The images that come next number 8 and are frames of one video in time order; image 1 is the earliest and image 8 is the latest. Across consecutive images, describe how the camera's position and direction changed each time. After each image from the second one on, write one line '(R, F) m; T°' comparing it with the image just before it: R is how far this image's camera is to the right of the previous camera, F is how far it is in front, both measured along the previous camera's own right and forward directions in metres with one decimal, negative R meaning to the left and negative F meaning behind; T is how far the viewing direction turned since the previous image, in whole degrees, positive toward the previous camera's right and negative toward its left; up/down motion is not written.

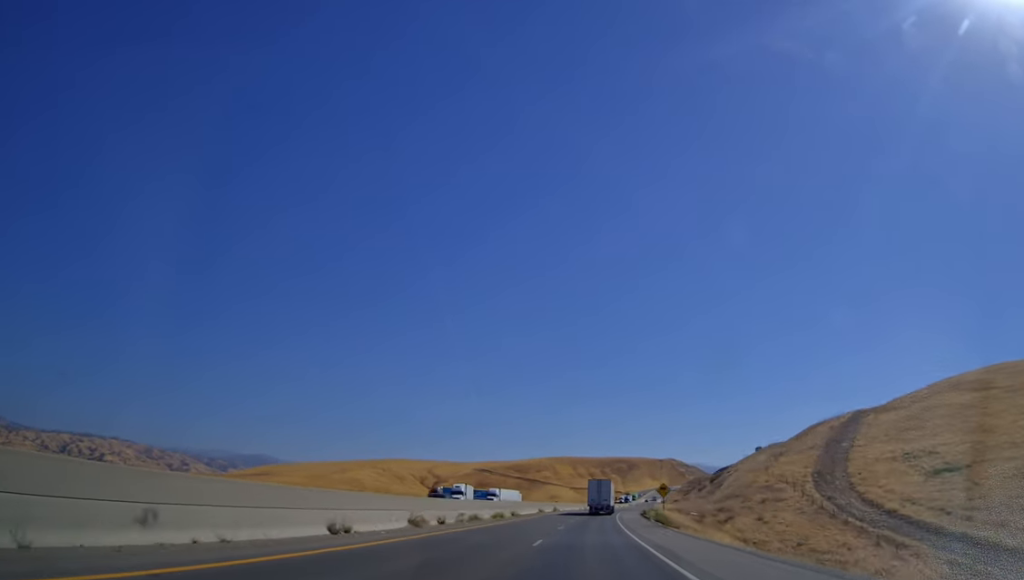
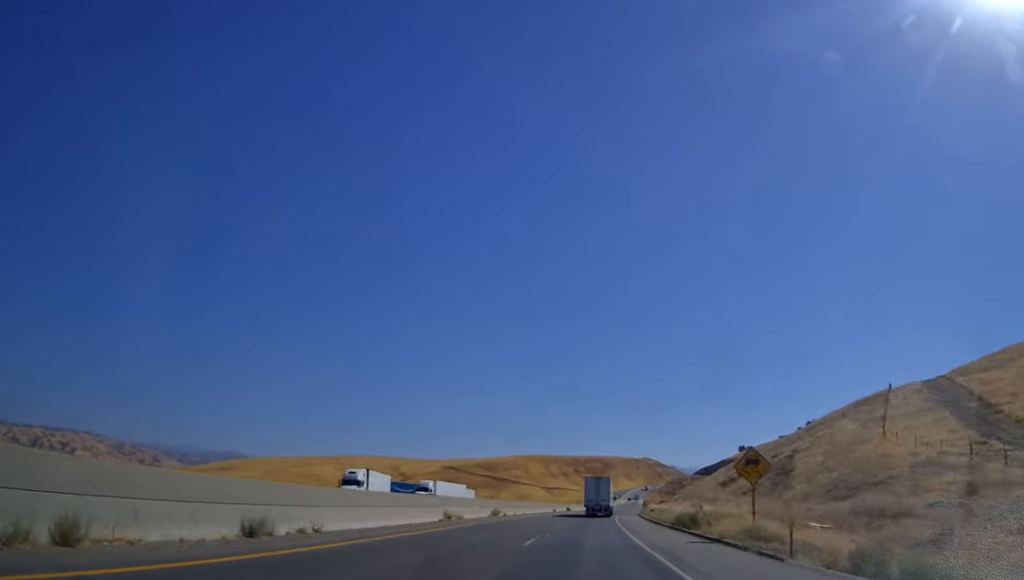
(+0.8, +44.3) m; +3°
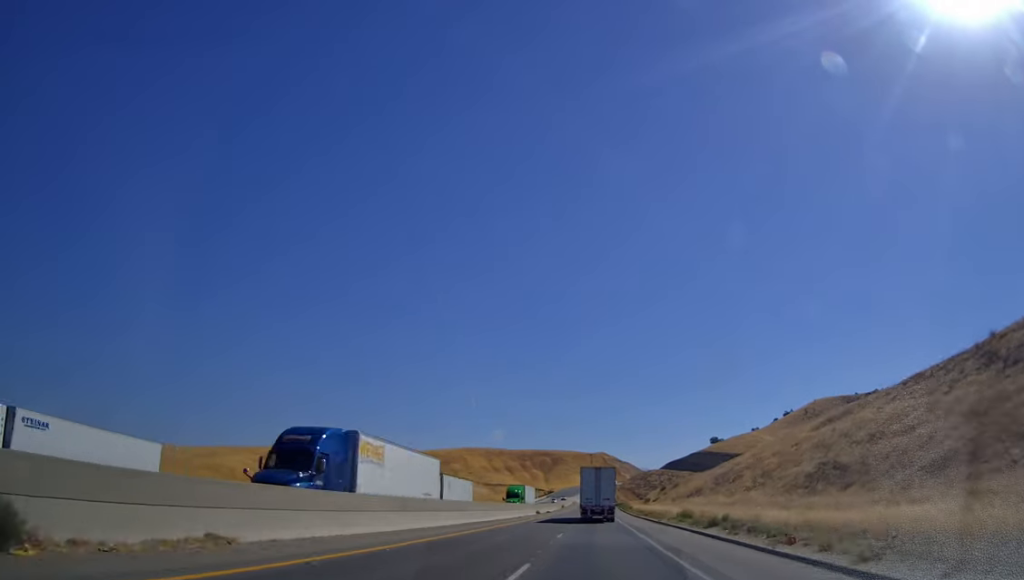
(+5.4, +110.7) m; +5°
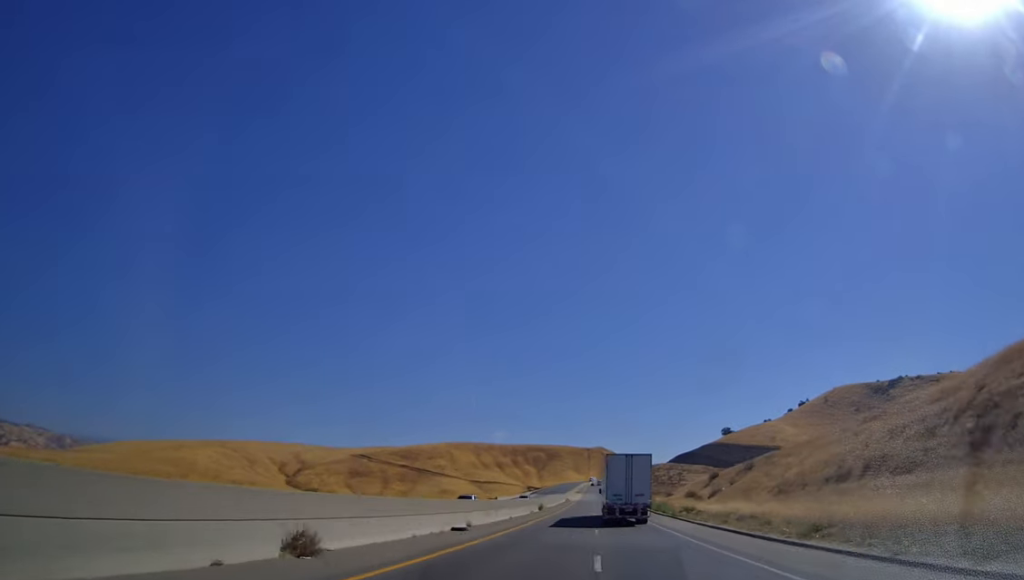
(+1.0, +70.7) m; +1°
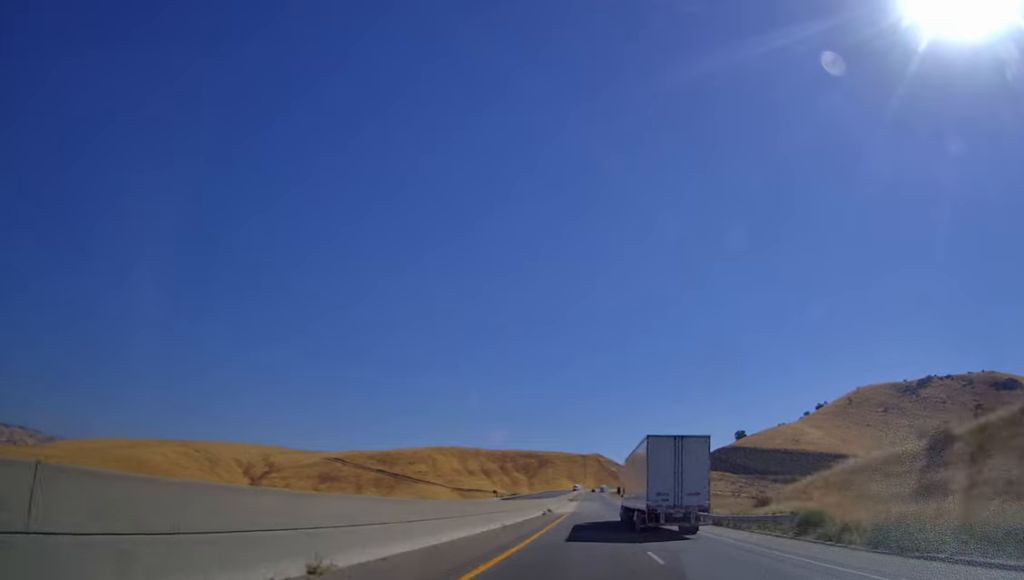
(+0.1, +70.8) m; +1°
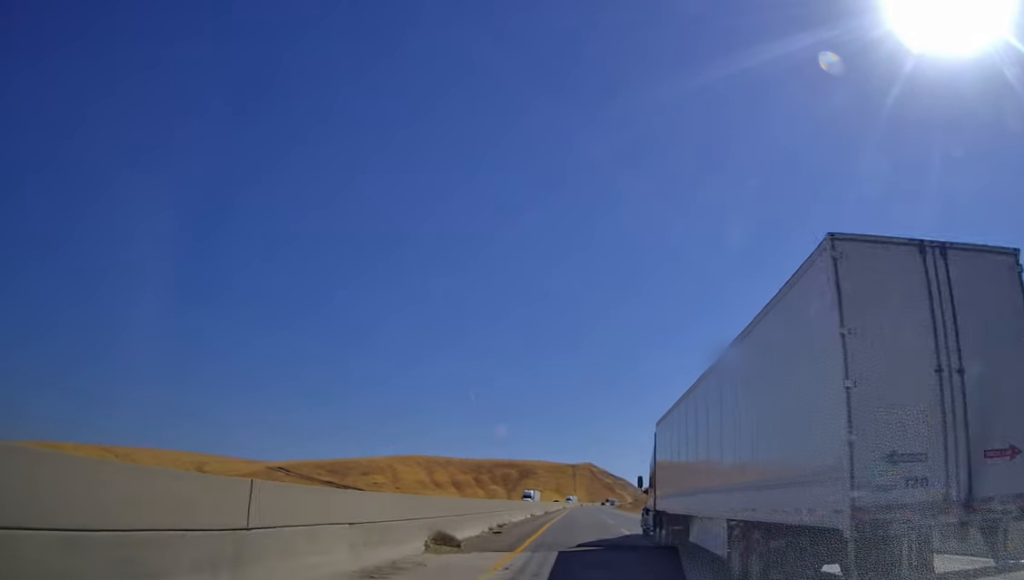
(+2.6, +117.5) m; +2°
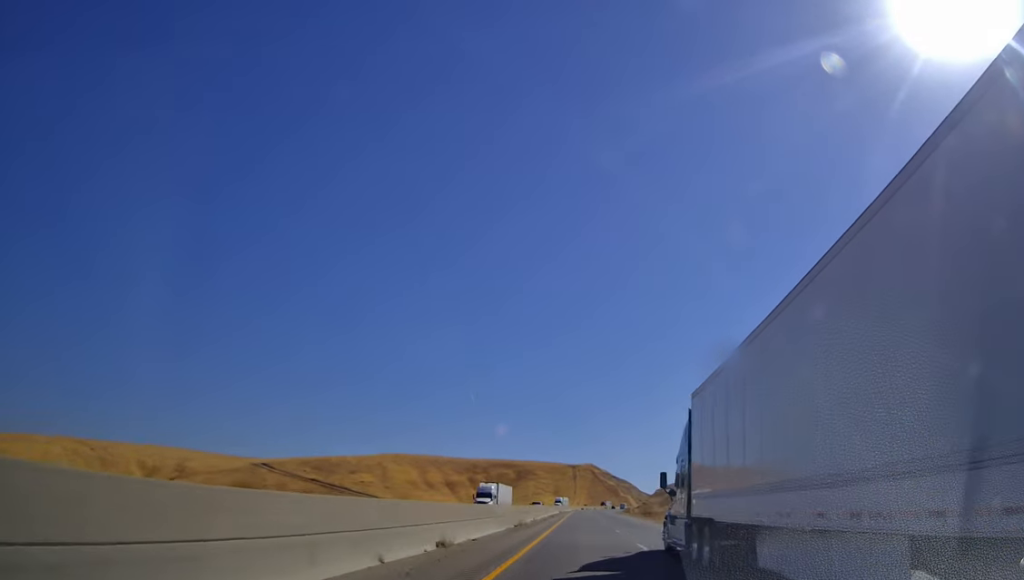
(-0.1, +36.1) m; 0°
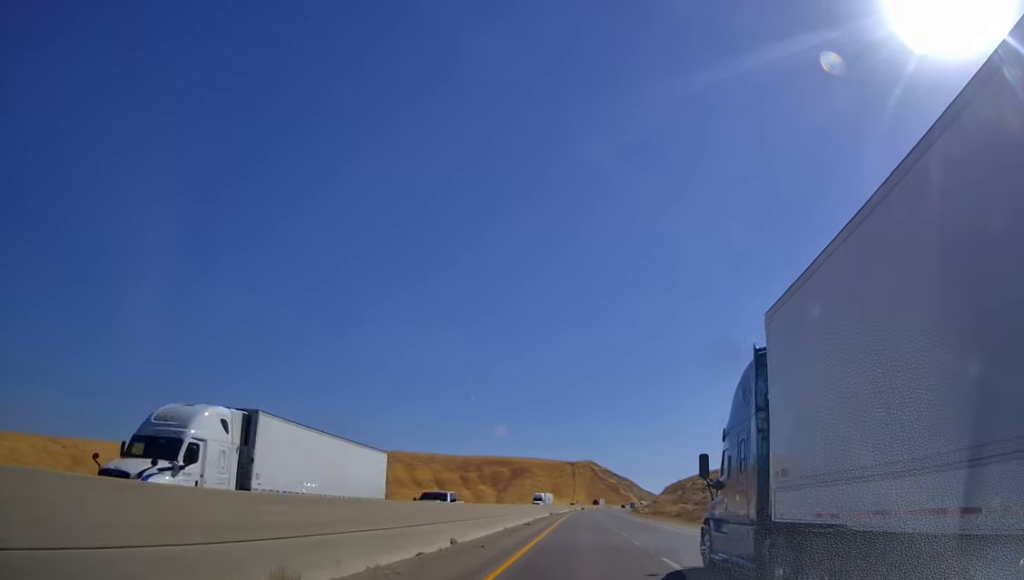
(-0.5, +36.1) m; 0°
